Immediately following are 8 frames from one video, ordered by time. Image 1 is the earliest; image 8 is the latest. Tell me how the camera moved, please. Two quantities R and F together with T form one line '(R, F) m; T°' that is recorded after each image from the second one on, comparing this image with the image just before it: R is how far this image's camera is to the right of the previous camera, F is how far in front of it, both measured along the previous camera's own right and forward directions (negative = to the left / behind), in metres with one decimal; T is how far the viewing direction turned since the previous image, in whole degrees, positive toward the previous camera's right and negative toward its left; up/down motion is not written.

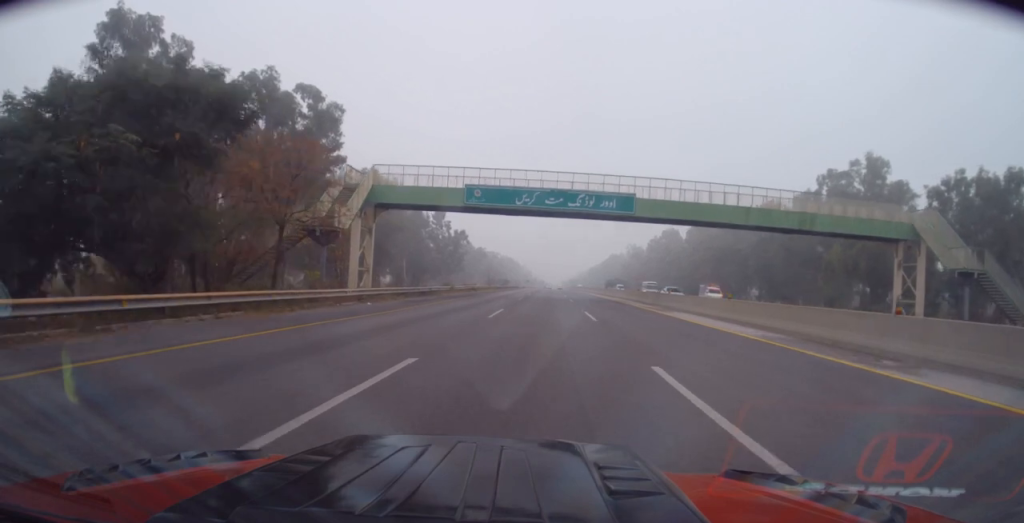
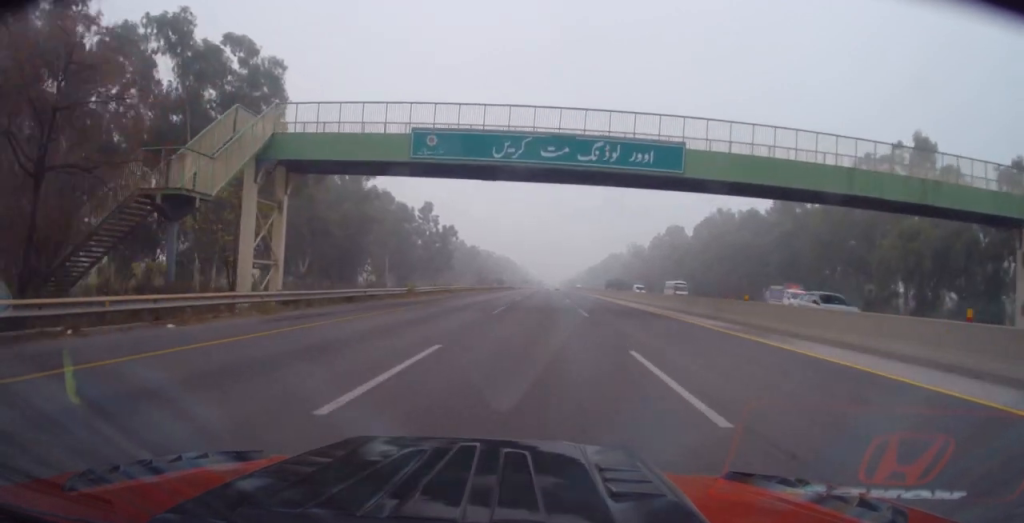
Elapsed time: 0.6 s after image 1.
(+0.3, +15.6) m; 0°
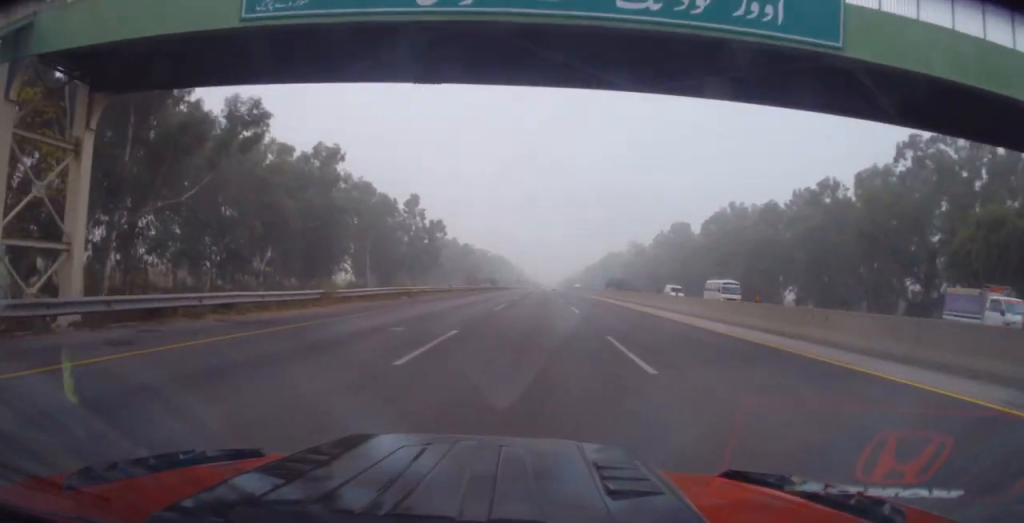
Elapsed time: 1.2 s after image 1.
(0.0, +14.8) m; 0°
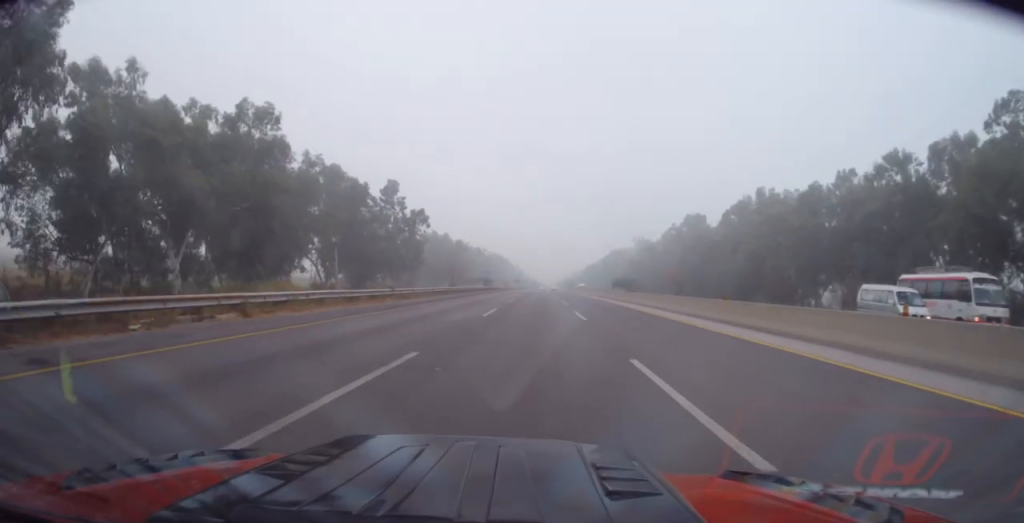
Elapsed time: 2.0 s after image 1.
(-0.2, +22.5) m; 0°
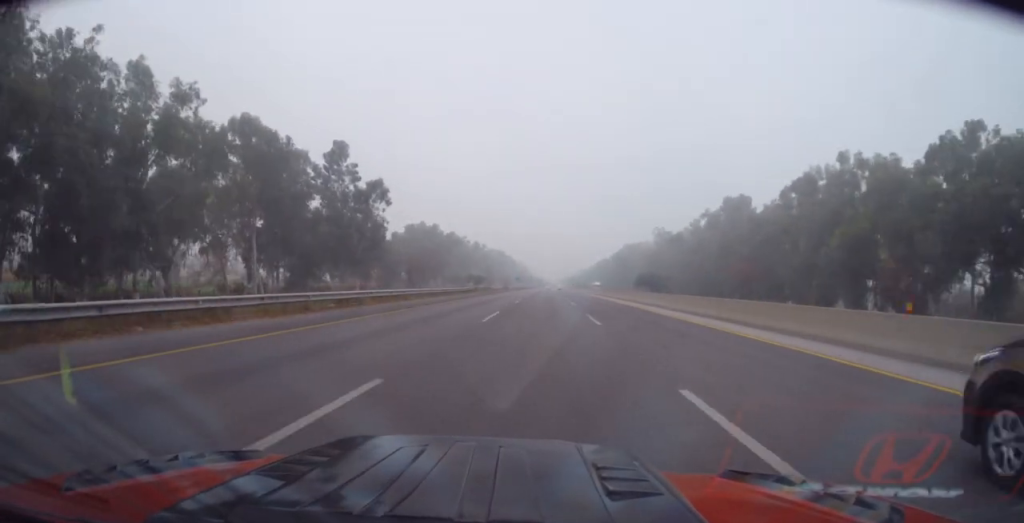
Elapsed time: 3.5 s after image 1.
(0.0, +39.0) m; 0°
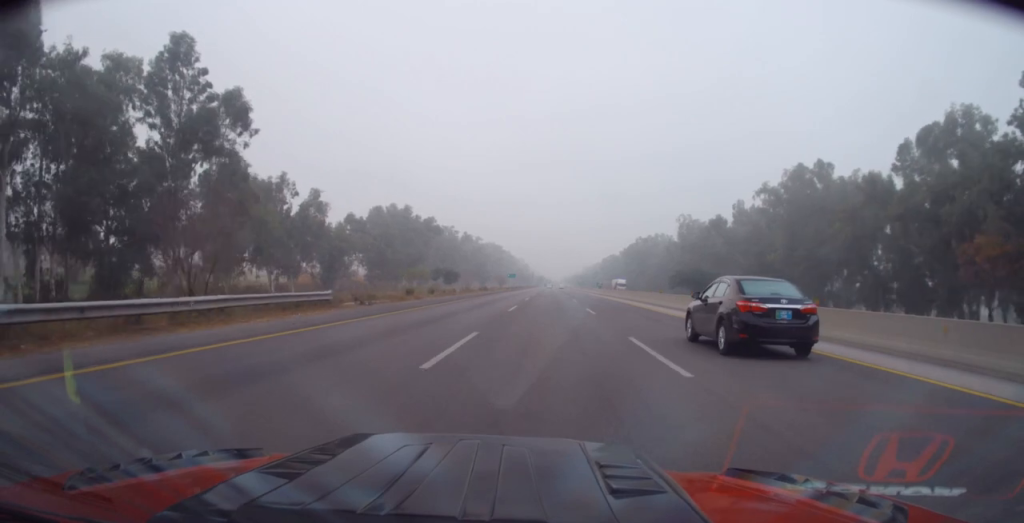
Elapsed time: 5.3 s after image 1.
(-0.5, +46.7) m; -1°
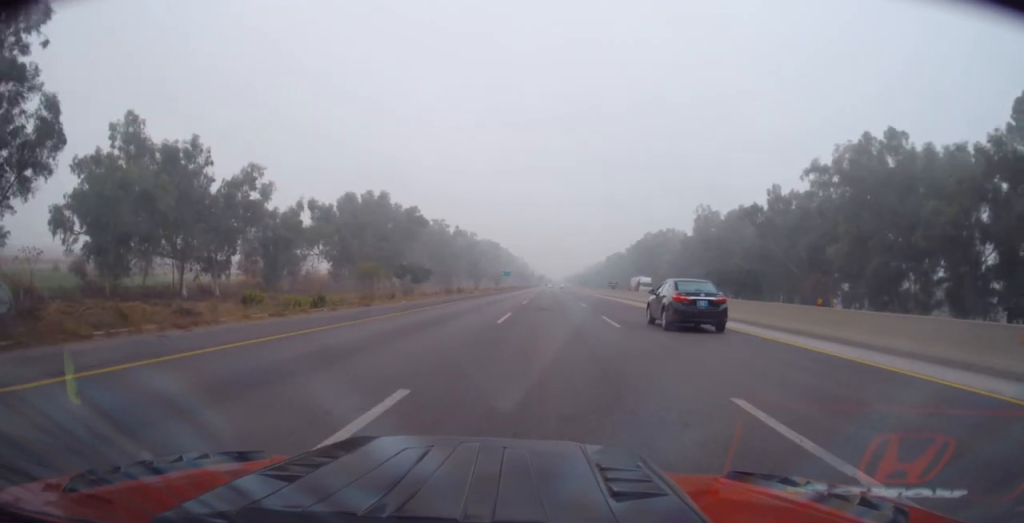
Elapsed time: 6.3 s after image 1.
(0.0, +25.9) m; 0°
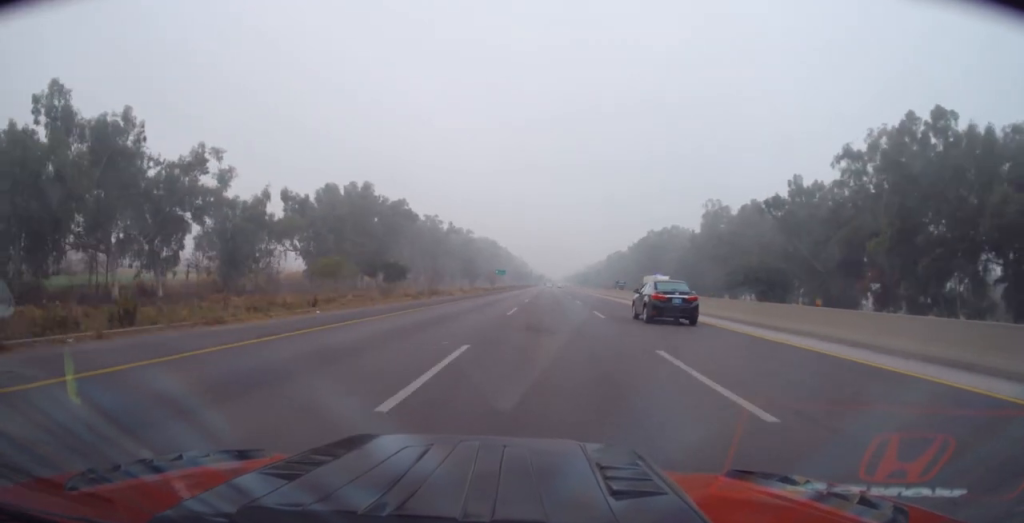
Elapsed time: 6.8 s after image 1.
(0.0, +13.0) m; 0°
